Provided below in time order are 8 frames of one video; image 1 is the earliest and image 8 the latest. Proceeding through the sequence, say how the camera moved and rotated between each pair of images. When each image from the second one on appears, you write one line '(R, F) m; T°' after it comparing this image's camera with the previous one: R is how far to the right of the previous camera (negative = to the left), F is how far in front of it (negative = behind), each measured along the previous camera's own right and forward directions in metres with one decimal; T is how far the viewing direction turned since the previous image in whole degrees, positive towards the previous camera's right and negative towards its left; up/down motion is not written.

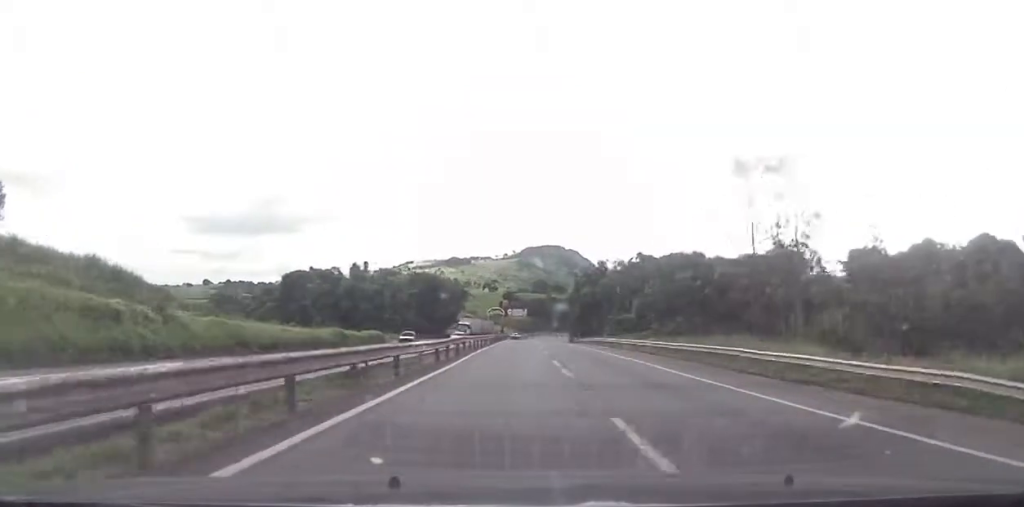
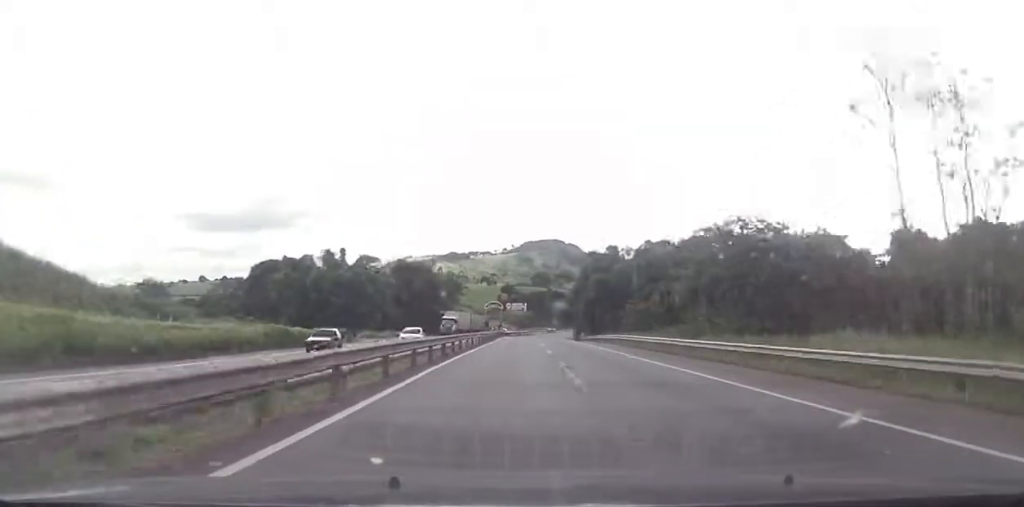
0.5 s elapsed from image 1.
(+0.5, +15.9) m; +1°
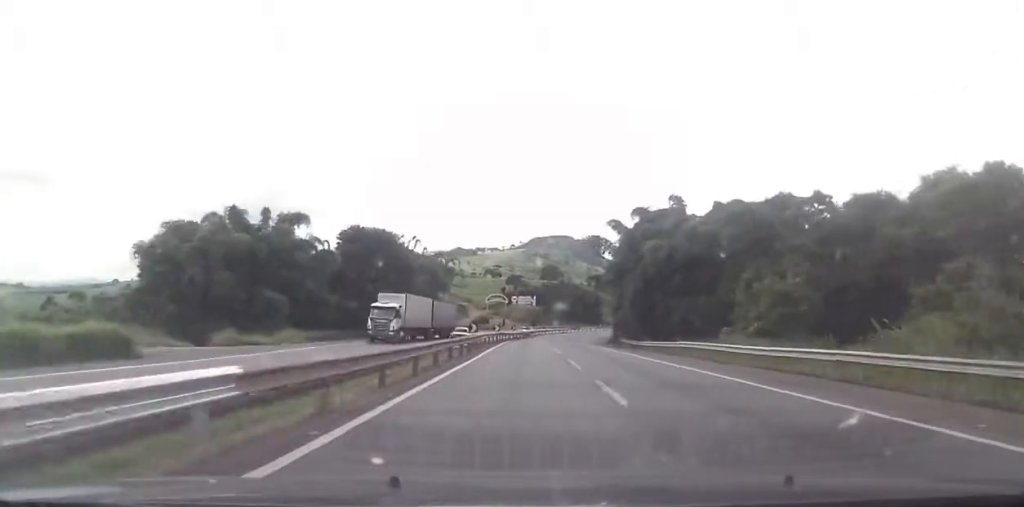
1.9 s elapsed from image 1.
(+0.7, +40.8) m; +1°
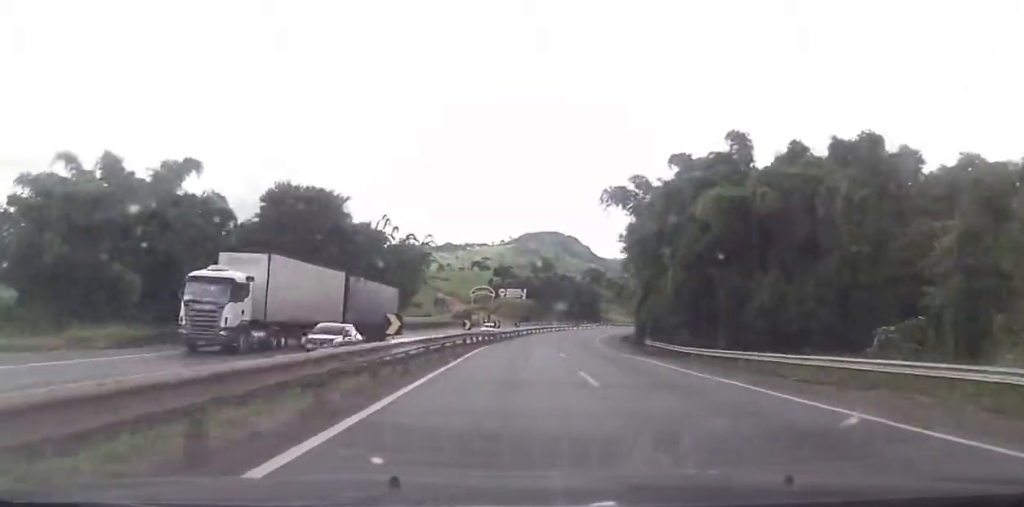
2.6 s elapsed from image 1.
(0.0, +23.1) m; 0°
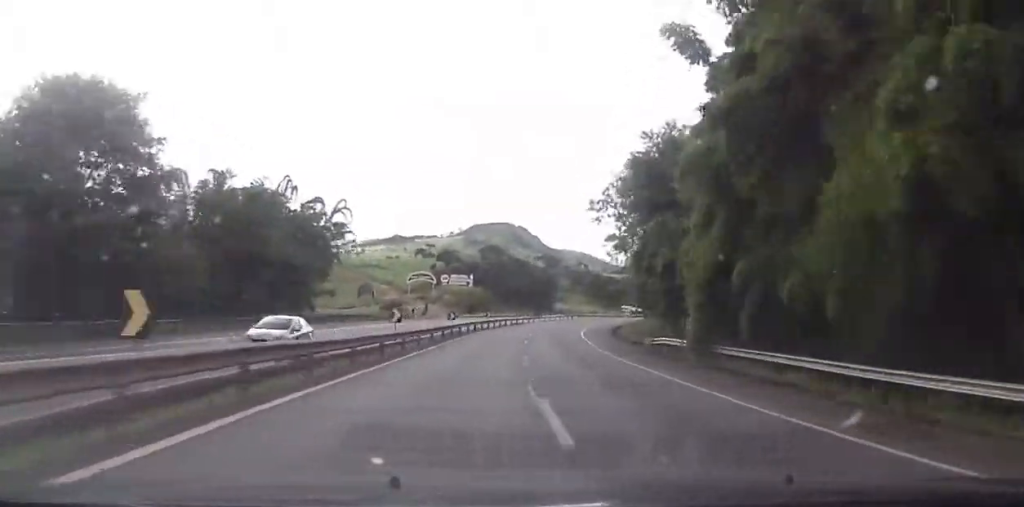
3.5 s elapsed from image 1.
(0.0, +30.2) m; +1°
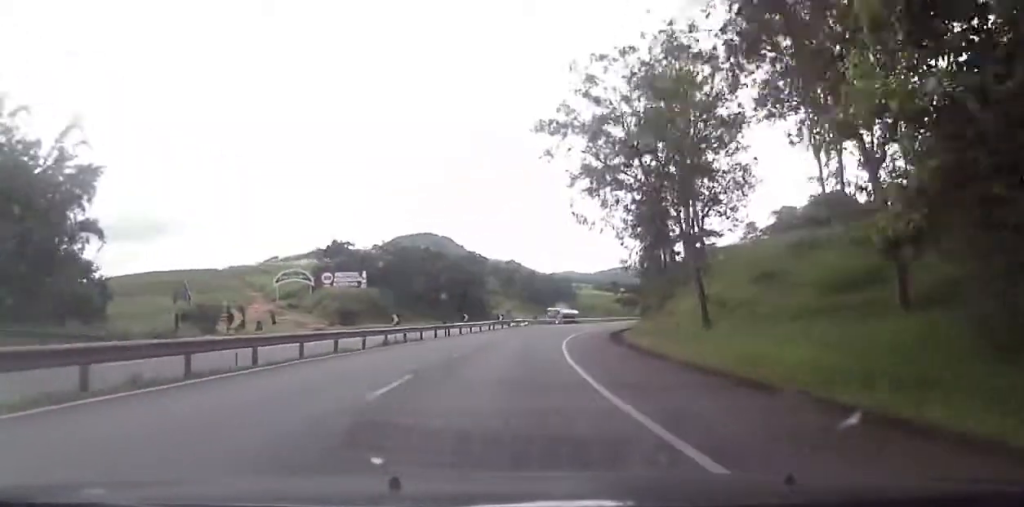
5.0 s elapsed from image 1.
(+1.4, +48.0) m; +4°
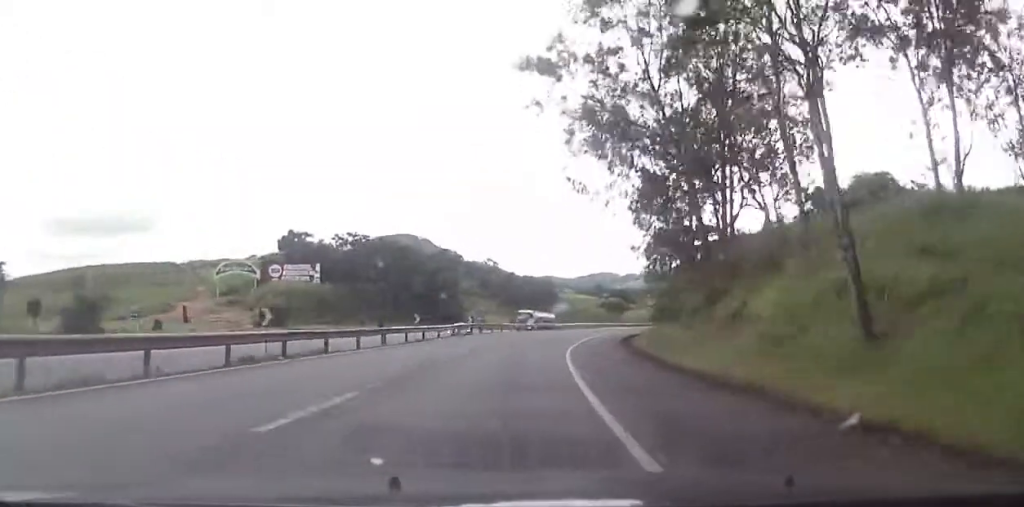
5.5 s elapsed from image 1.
(+0.3, +17.0) m; +2°
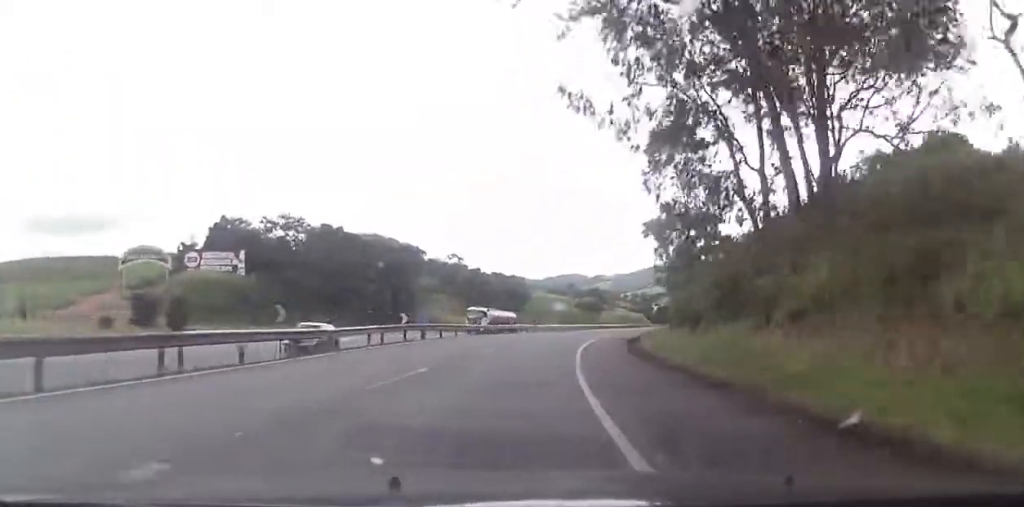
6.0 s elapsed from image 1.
(-0.1, +19.3) m; +2°
